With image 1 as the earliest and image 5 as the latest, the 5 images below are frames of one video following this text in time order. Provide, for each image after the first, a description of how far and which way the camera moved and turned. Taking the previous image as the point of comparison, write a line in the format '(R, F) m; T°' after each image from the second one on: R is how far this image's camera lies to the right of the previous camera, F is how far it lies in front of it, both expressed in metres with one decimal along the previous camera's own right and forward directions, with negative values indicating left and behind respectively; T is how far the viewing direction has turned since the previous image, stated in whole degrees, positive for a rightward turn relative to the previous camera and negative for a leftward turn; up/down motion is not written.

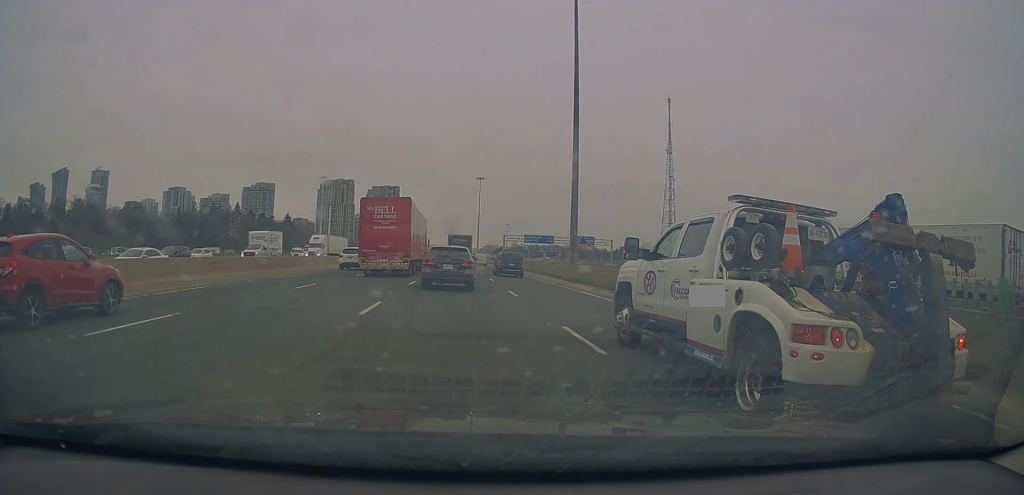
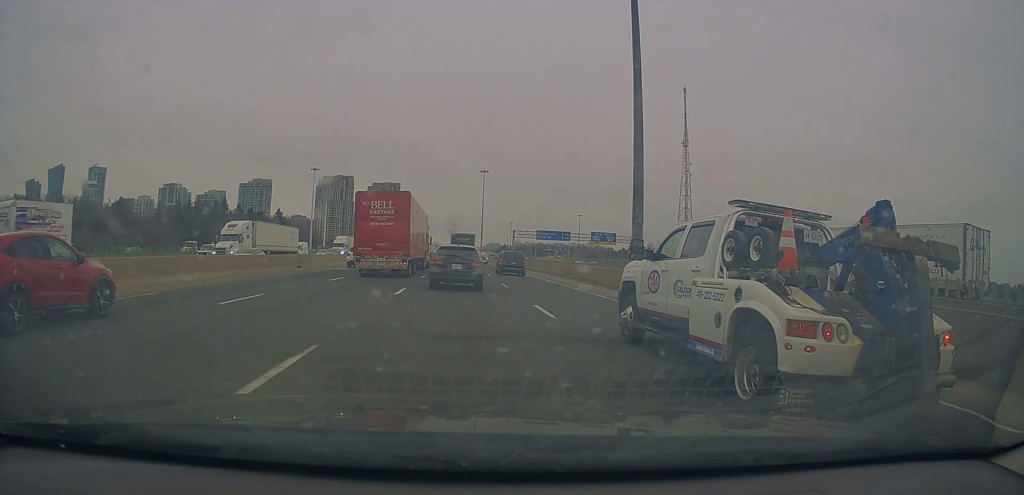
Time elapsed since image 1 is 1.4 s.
(-0.4, +18.4) m; -2°
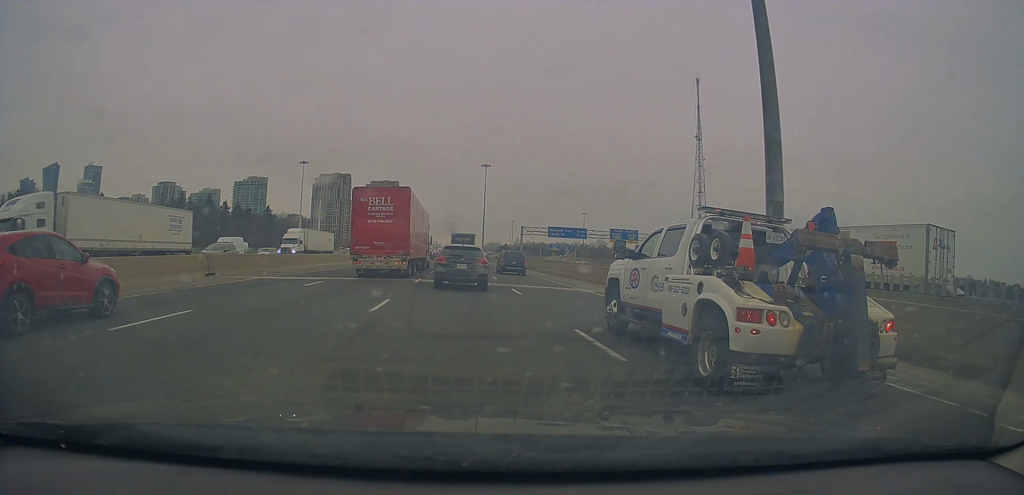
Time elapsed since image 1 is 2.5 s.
(+0.1, +16.5) m; +1°
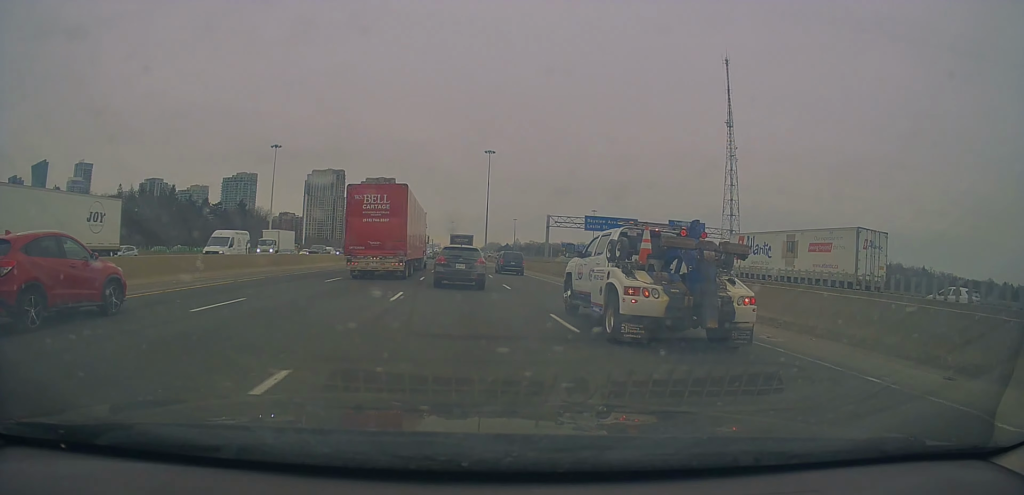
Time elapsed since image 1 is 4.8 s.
(+0.4, +32.9) m; +1°
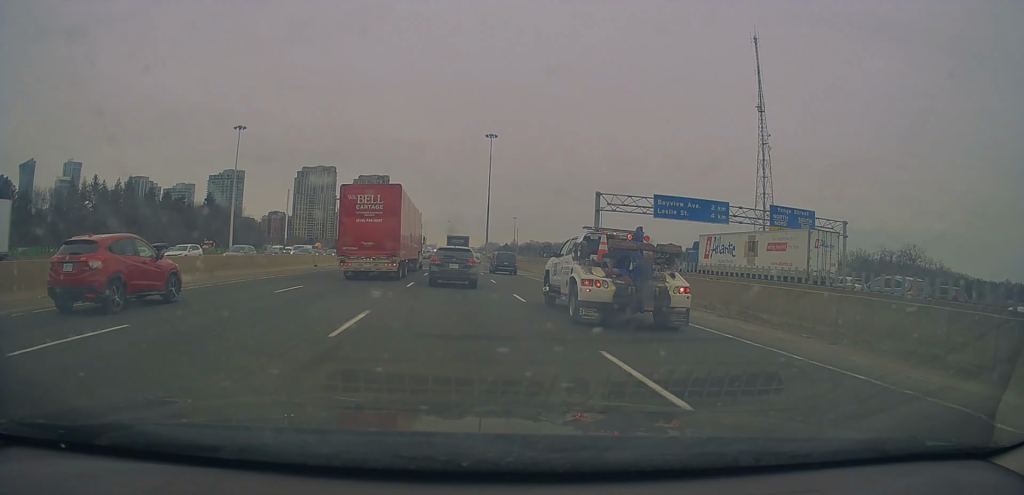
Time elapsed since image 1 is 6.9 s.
(-0.1, +29.2) m; -2°
